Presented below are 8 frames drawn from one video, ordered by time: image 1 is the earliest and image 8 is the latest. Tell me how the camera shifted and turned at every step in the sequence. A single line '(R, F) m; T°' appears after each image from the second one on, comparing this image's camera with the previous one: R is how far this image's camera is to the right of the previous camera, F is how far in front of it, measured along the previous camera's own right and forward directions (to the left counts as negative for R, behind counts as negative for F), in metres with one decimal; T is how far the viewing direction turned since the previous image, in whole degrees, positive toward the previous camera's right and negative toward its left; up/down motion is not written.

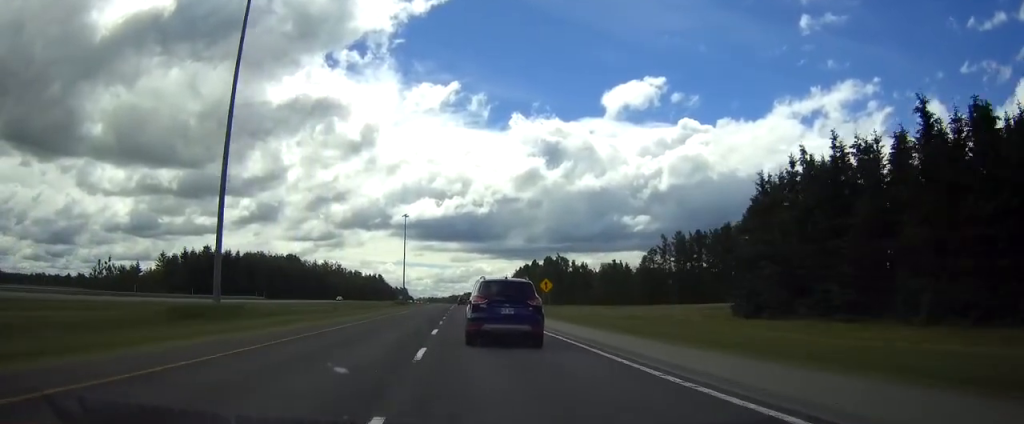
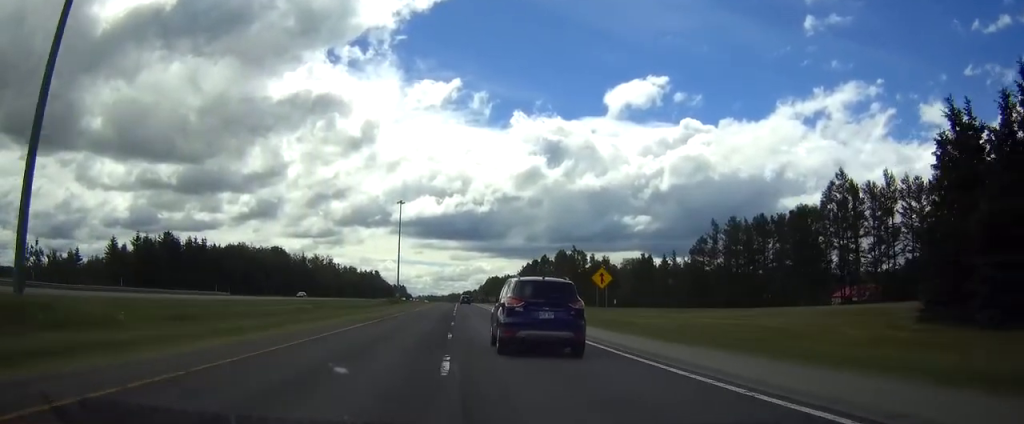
(-0.1, +28.2) m; 0°
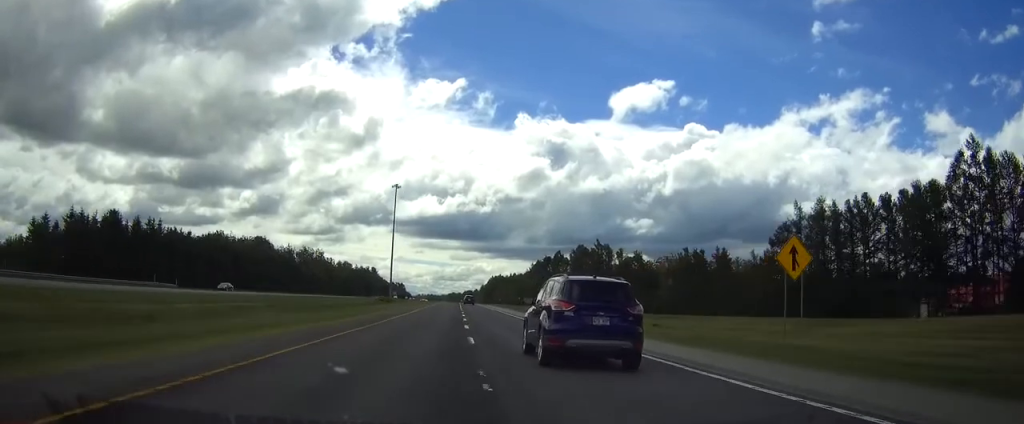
(0.0, +29.4) m; 0°
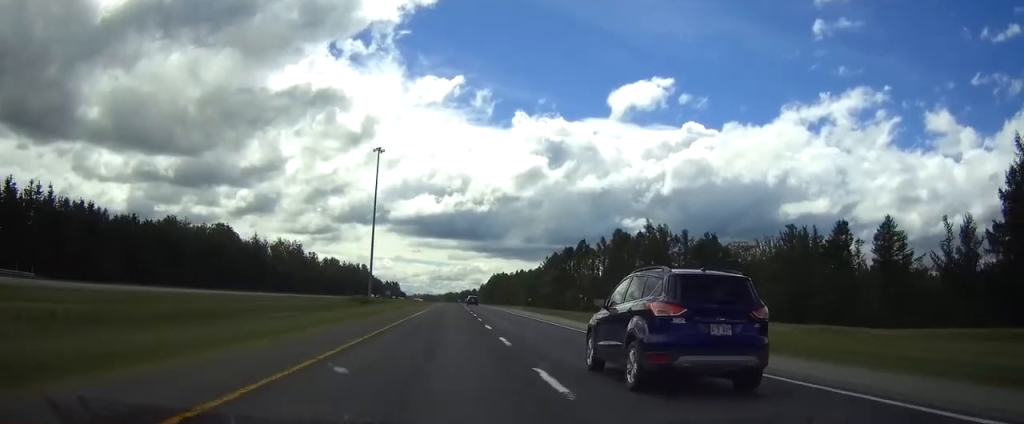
(+0.2, +44.4) m; 0°
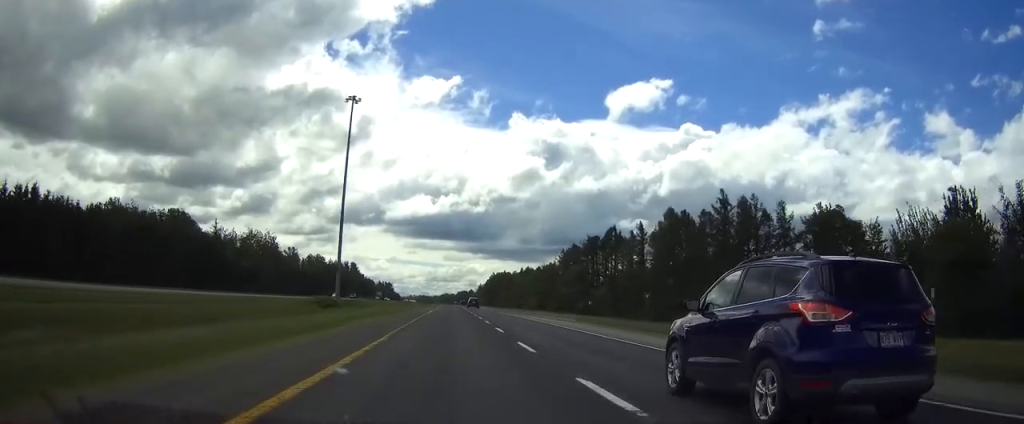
(0.0, +37.0) m; 0°
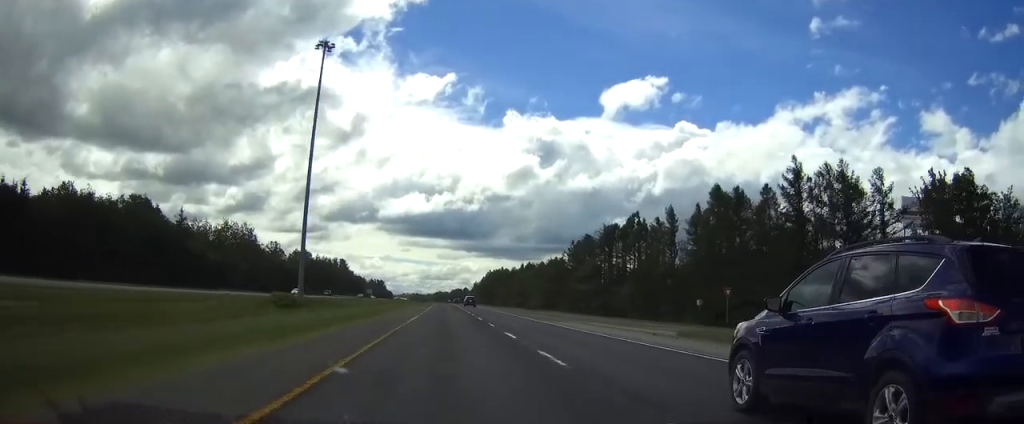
(+0.1, +22.2) m; 0°
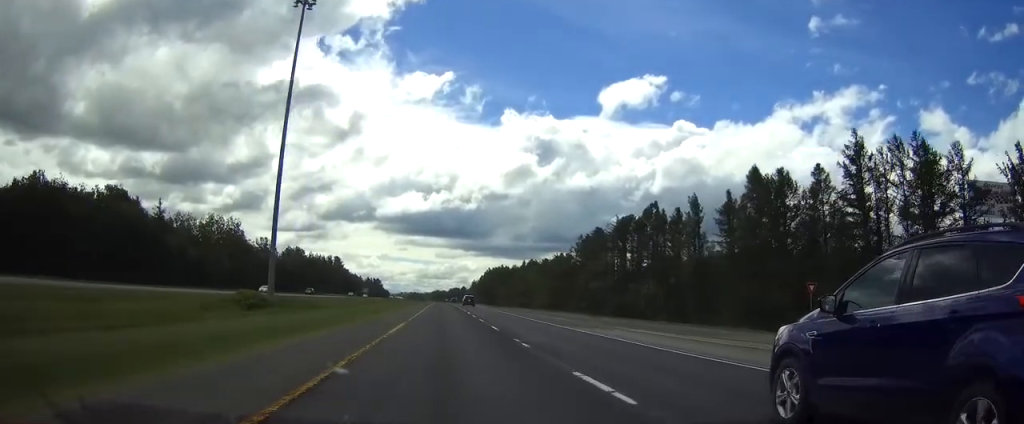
(0.0, +12.7) m; 0°
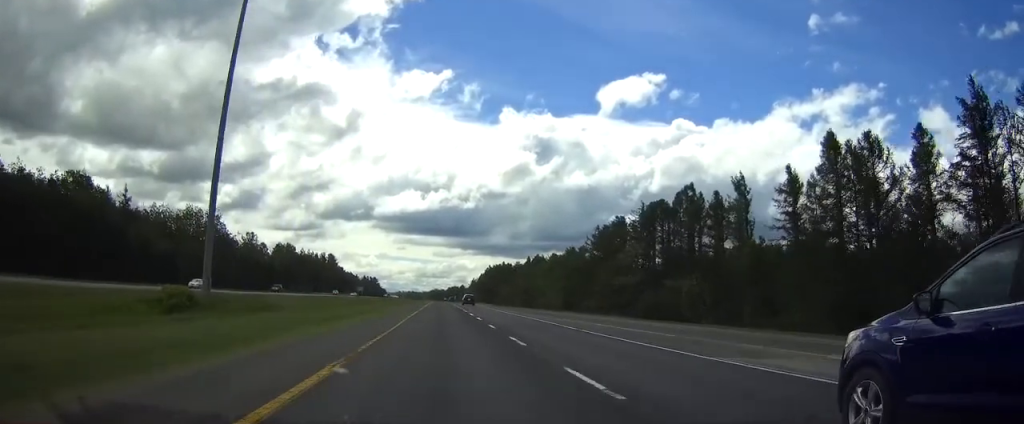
(0.0, +17.9) m; 0°
